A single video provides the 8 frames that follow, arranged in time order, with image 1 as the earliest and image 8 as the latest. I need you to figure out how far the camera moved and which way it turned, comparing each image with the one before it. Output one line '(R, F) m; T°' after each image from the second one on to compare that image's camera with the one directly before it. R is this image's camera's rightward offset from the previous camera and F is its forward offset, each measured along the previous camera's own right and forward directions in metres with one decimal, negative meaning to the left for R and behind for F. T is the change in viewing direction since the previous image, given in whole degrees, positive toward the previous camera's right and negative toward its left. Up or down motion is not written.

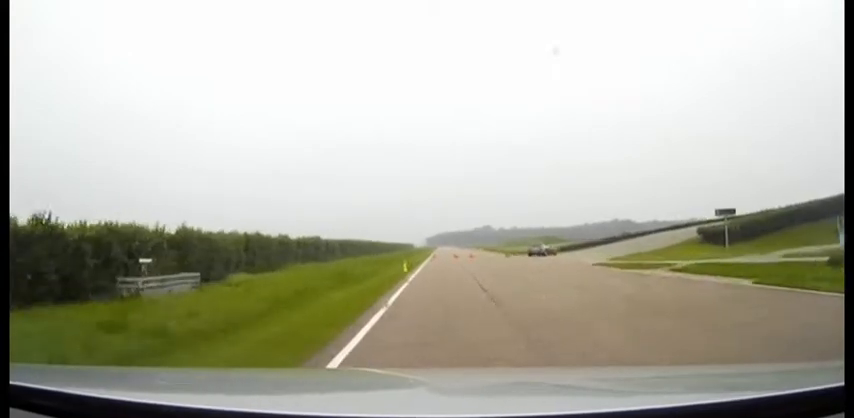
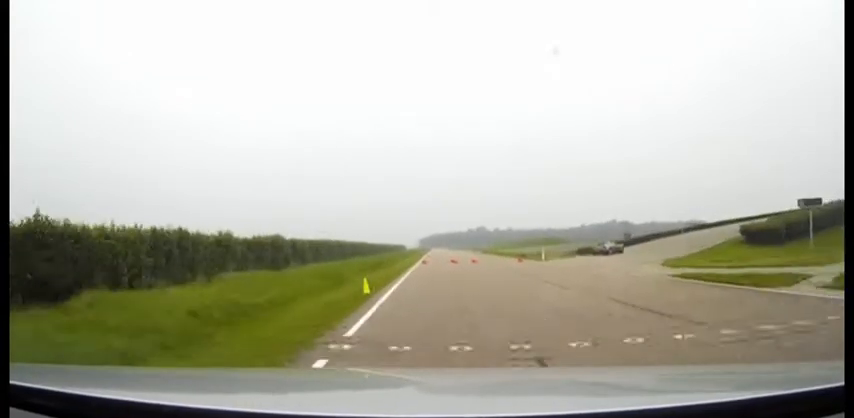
(+0.1, +10.8) m; +3°
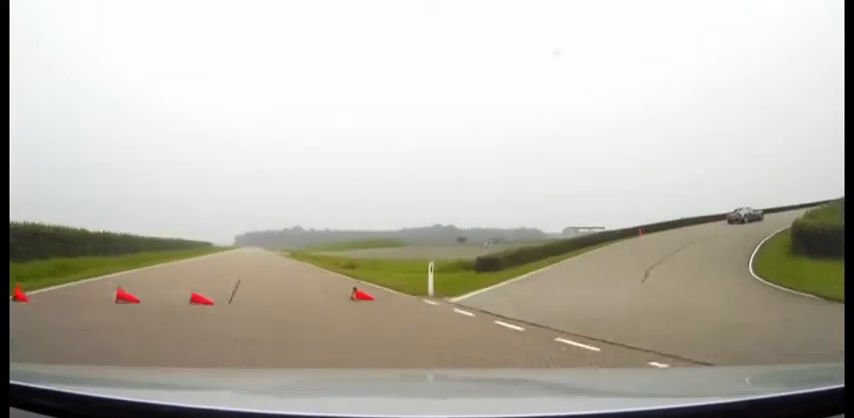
(+3.2, +29.7) m; +19°
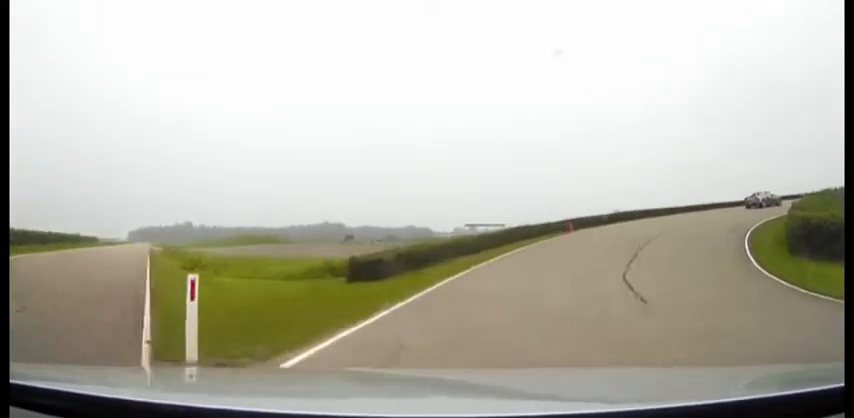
(+1.1, +9.4) m; +11°
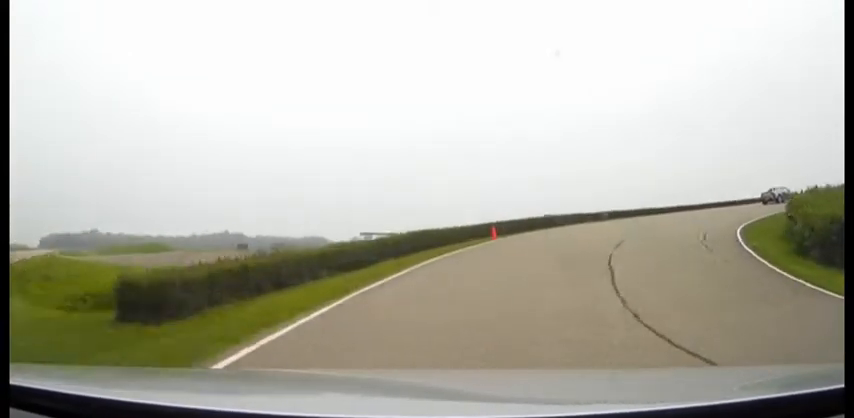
(+0.2, +7.3) m; +9°
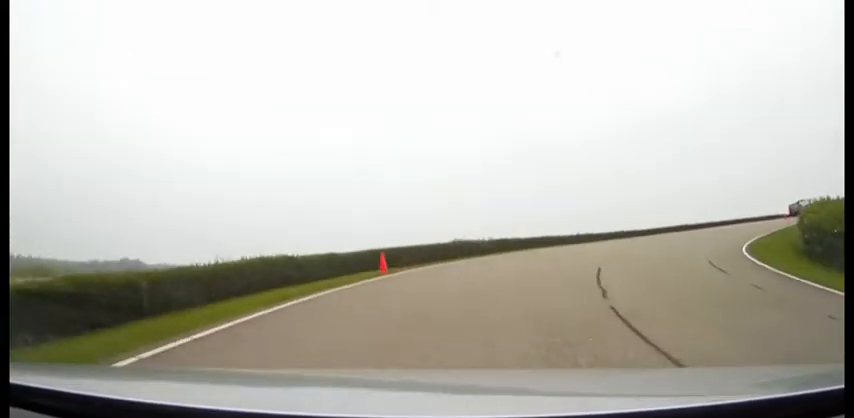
(+1.3, +8.6) m; +11°
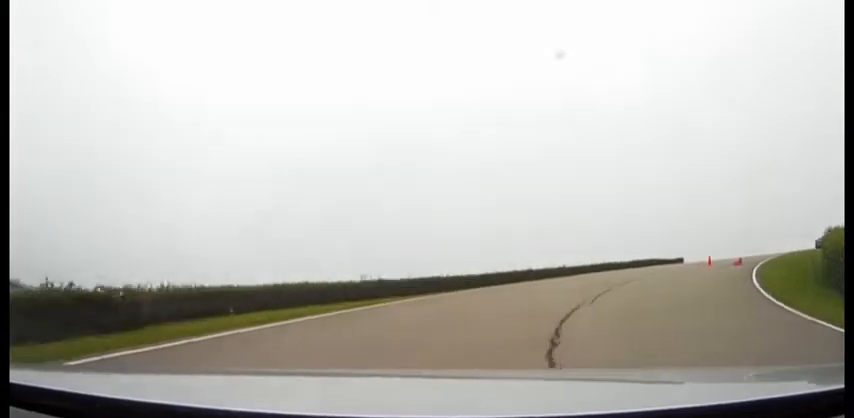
(+2.5, +14.1) m; +21°
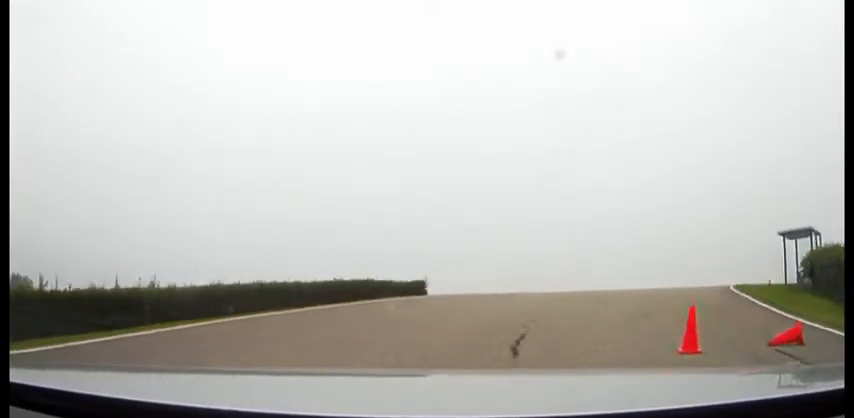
(+4.9, +18.3) m; +33°
